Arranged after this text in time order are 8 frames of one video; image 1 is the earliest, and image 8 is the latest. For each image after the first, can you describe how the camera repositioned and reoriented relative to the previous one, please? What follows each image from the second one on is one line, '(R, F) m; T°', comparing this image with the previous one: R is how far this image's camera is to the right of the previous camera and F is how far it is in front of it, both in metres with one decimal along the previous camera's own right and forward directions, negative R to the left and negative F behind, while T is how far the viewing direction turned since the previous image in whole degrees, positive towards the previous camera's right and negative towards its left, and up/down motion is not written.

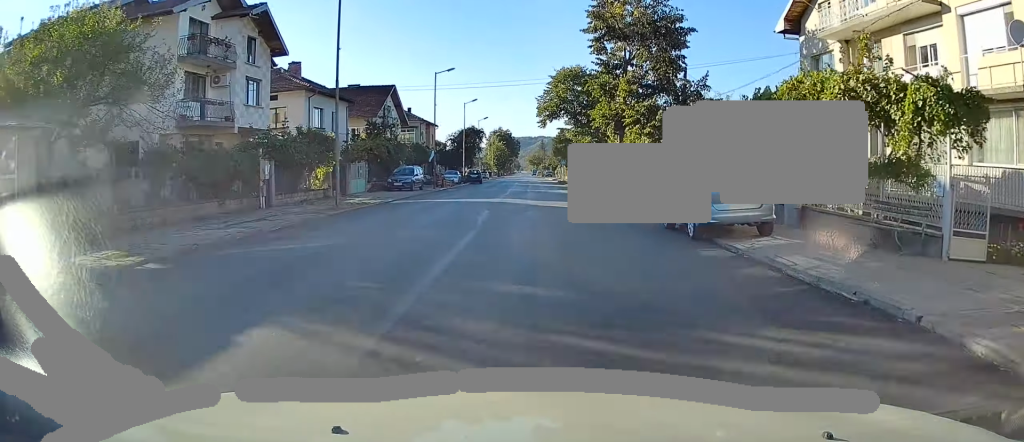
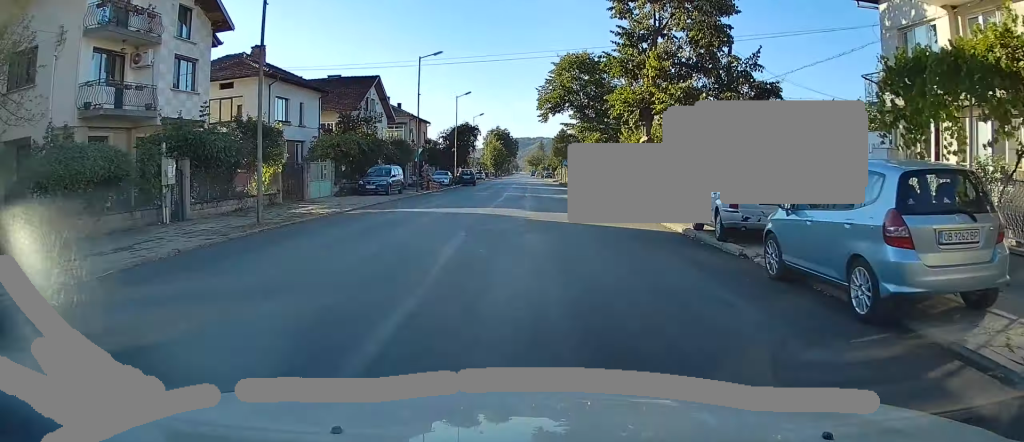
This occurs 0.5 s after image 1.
(0.0, +6.9) m; 0°
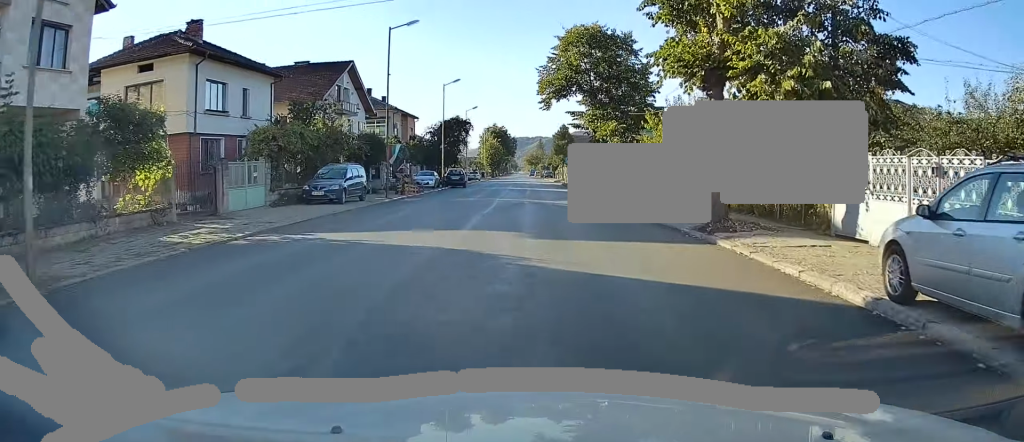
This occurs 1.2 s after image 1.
(0.0, +8.6) m; +1°
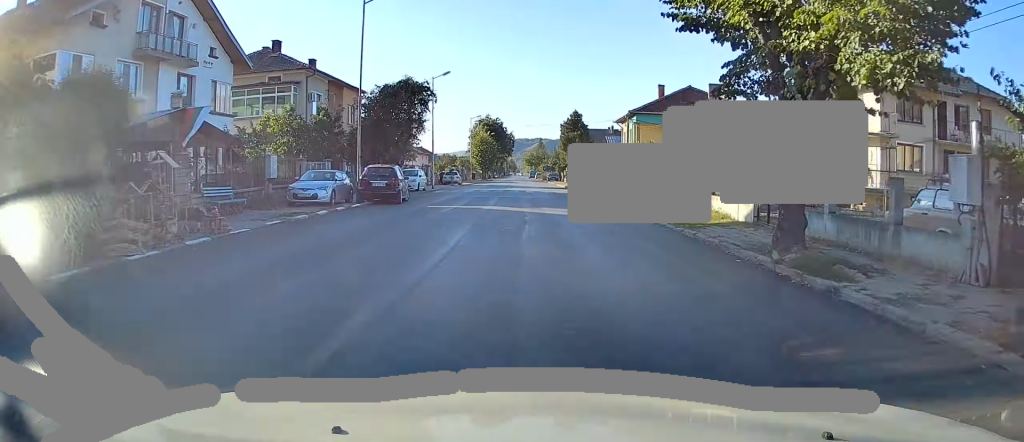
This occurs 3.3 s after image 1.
(-0.3, +27.2) m; -1°
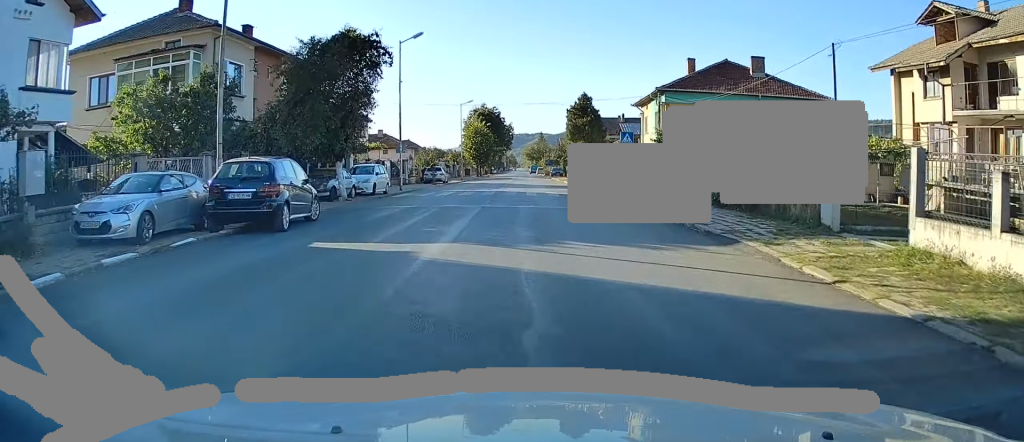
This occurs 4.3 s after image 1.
(+0.4, +13.0) m; 0°
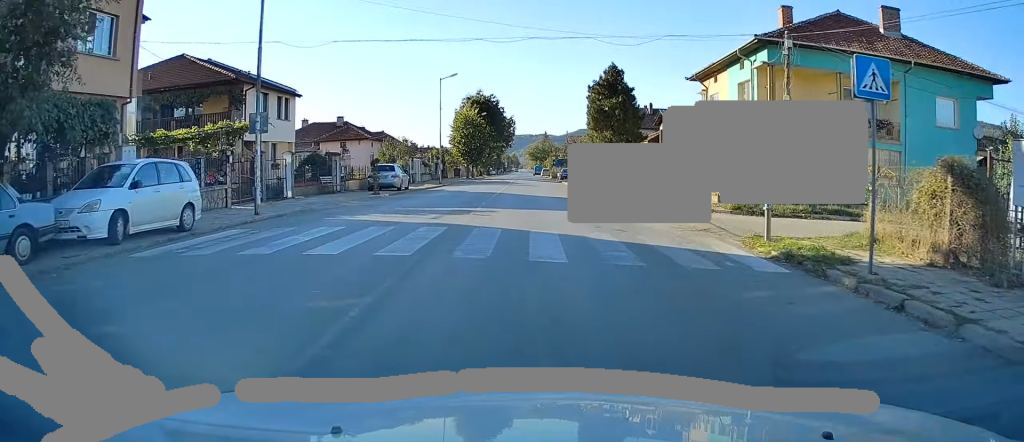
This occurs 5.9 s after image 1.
(-0.5, +20.4) m; -2°
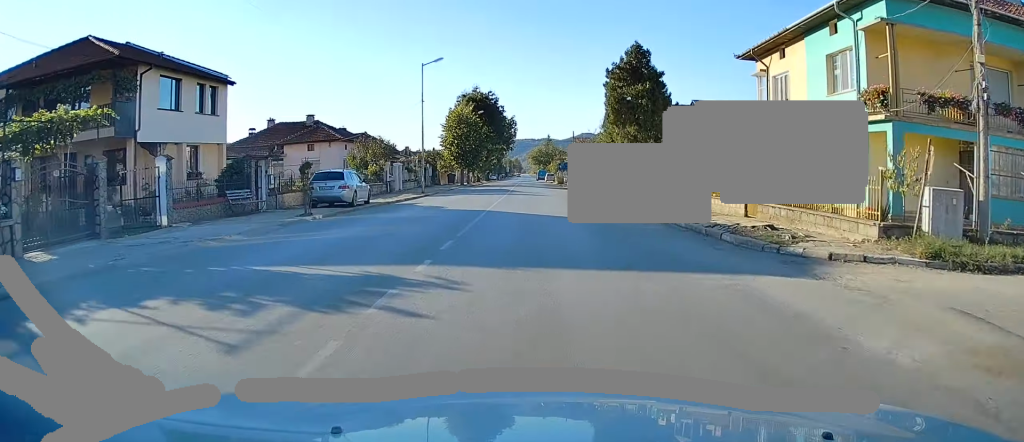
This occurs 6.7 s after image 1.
(0.0, +10.1) m; 0°
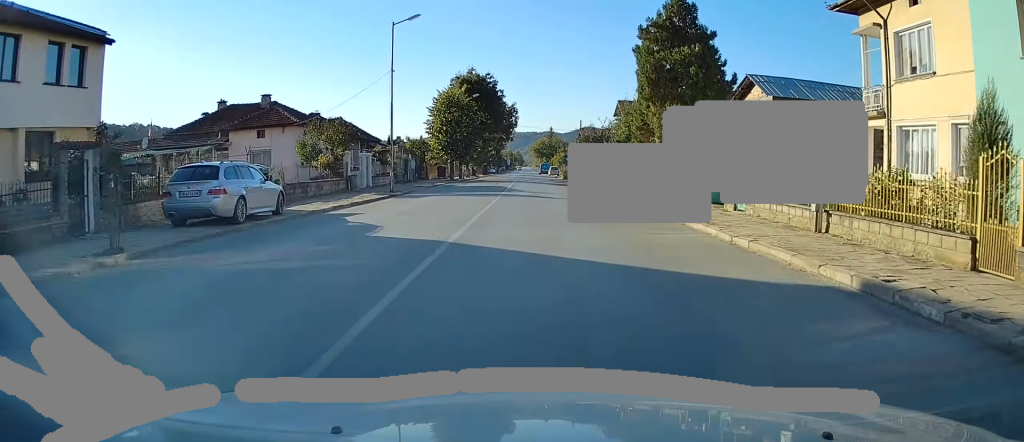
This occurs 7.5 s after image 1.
(0.0, +10.5) m; 0°
